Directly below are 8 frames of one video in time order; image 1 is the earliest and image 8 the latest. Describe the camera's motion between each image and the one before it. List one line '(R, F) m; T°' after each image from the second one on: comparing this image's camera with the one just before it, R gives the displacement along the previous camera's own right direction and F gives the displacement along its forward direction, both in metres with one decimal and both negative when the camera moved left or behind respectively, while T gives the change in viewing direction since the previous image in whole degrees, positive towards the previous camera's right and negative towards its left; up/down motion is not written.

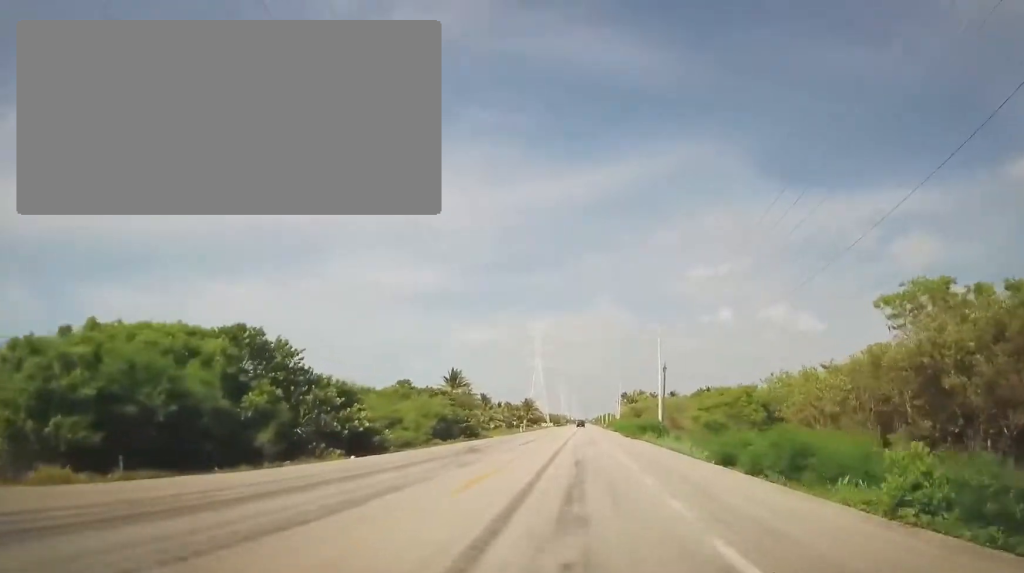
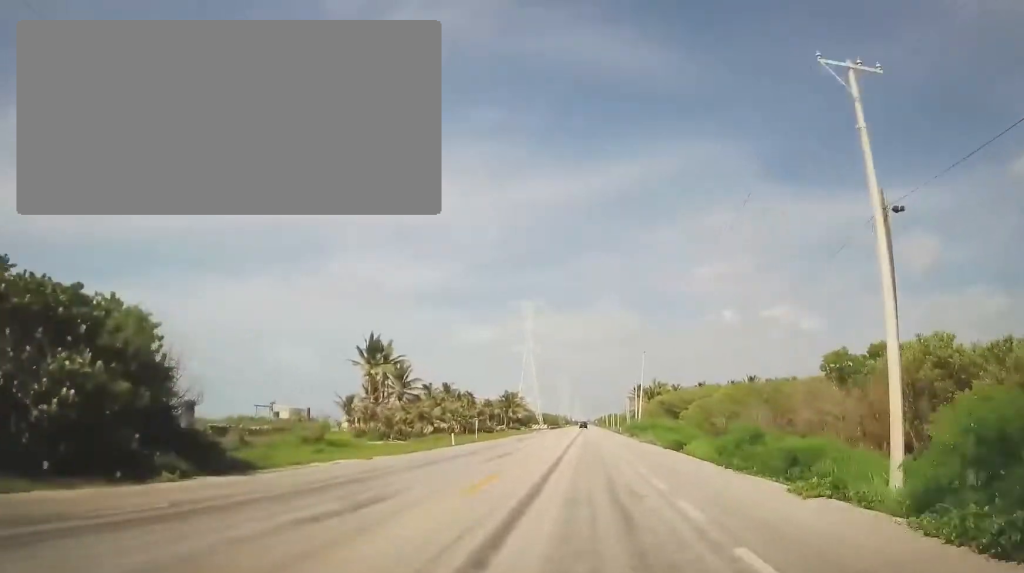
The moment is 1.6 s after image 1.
(-0.6, +45.3) m; 0°
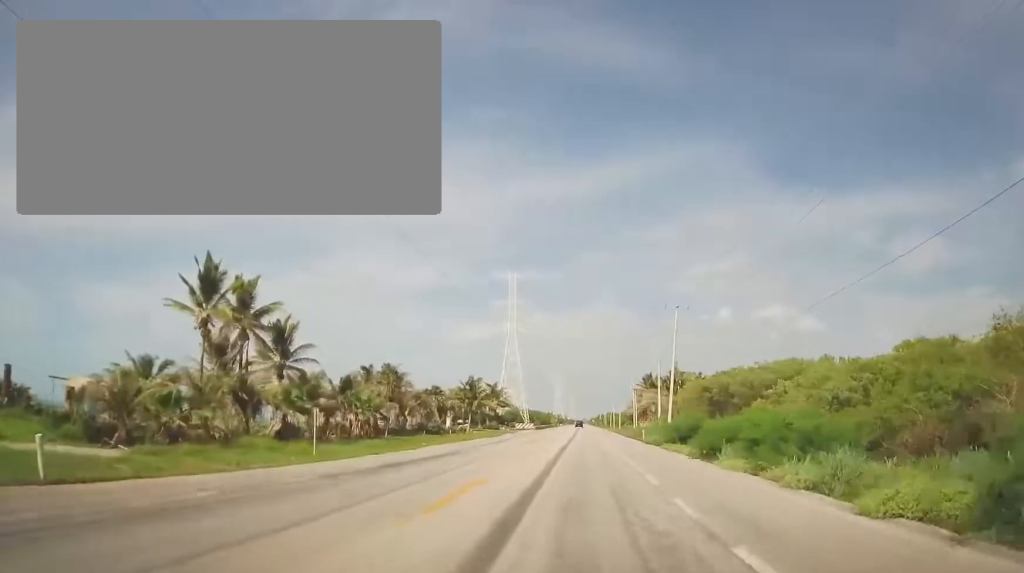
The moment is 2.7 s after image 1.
(+0.7, +32.6) m; 0°
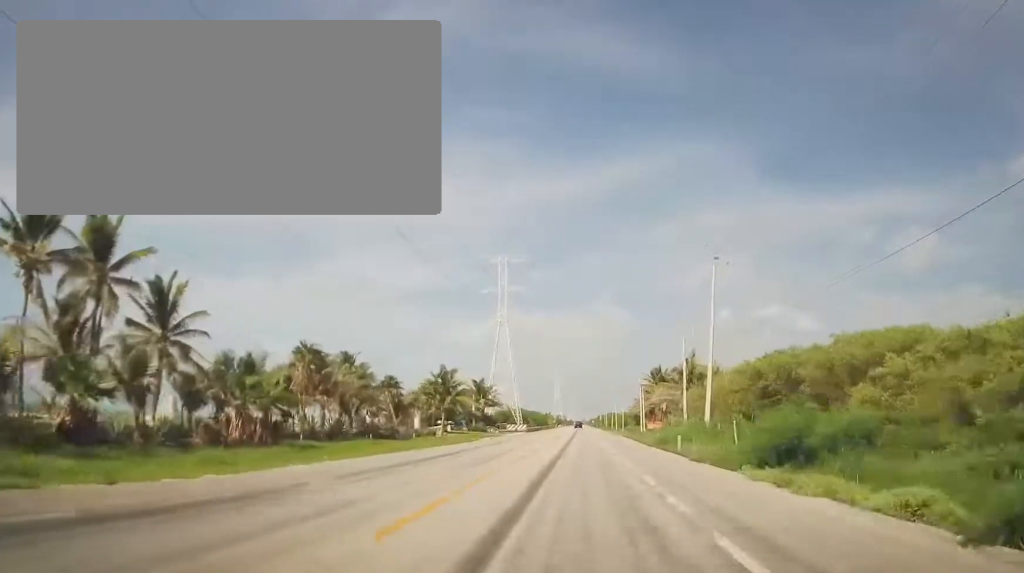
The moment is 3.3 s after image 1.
(-0.3, +15.8) m; 0°
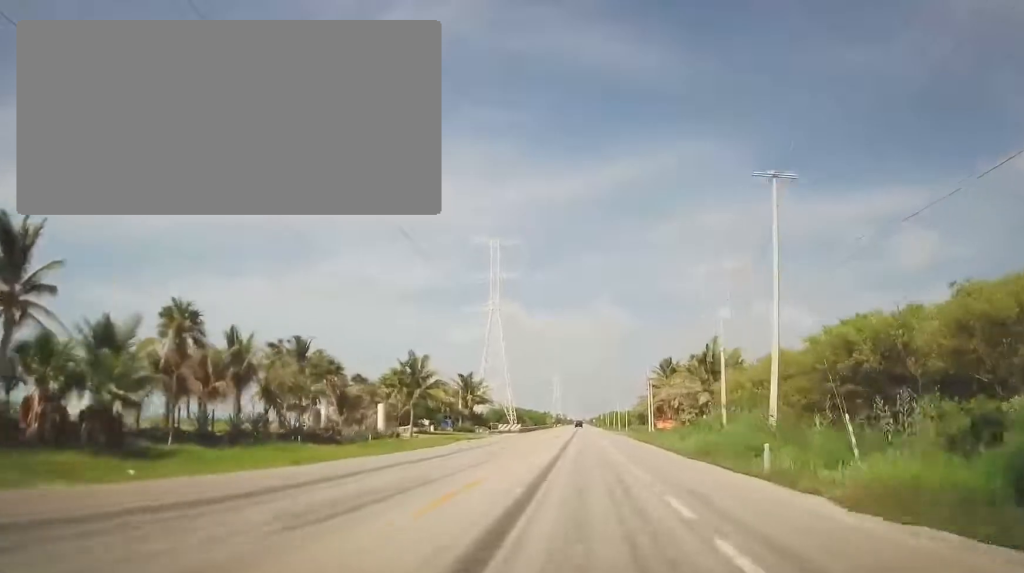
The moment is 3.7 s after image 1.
(-0.3, +12.5) m; 0°
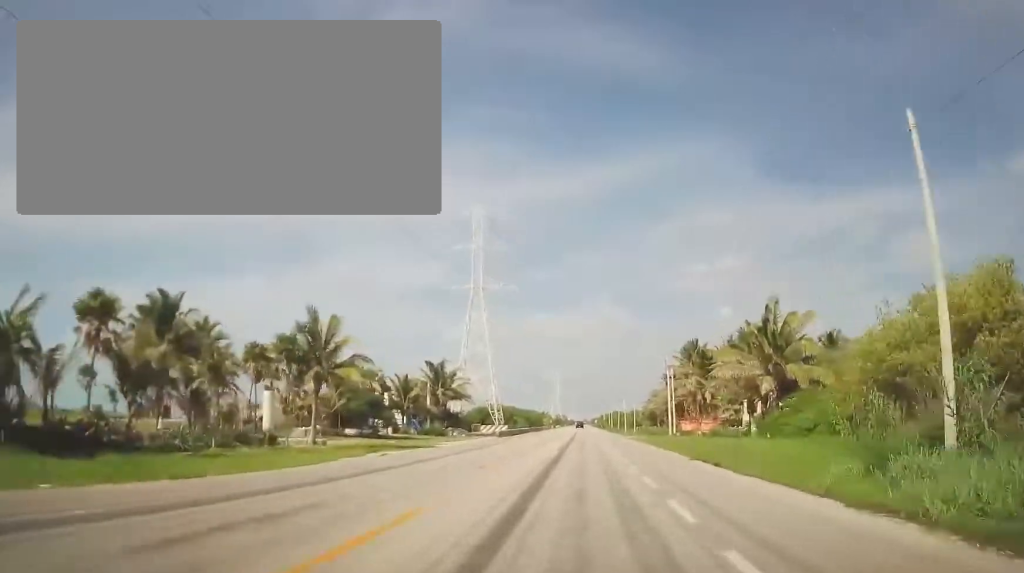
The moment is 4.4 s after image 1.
(+0.3, +21.0) m; 0°
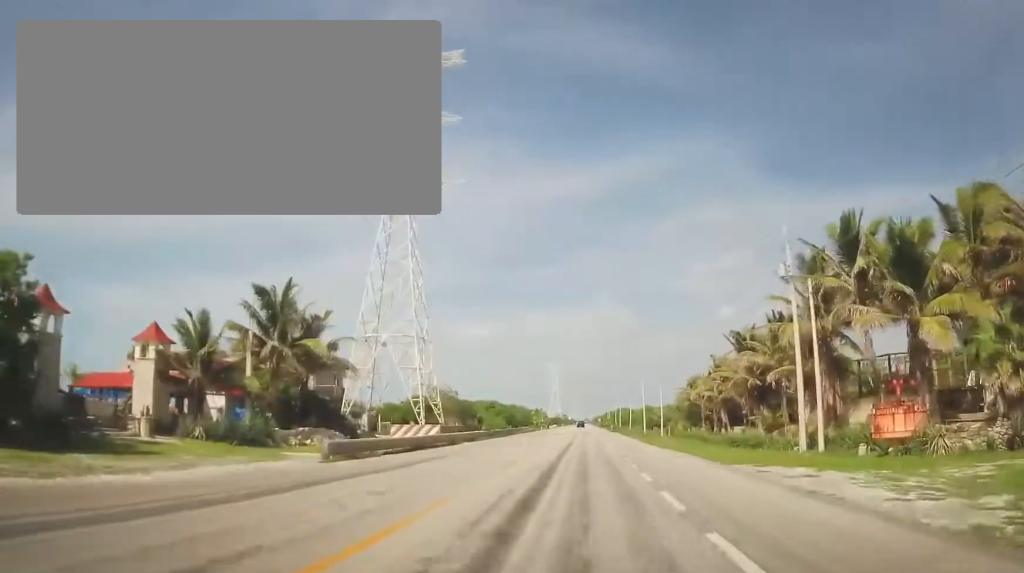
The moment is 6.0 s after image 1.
(-0.3, +44.0) m; -1°
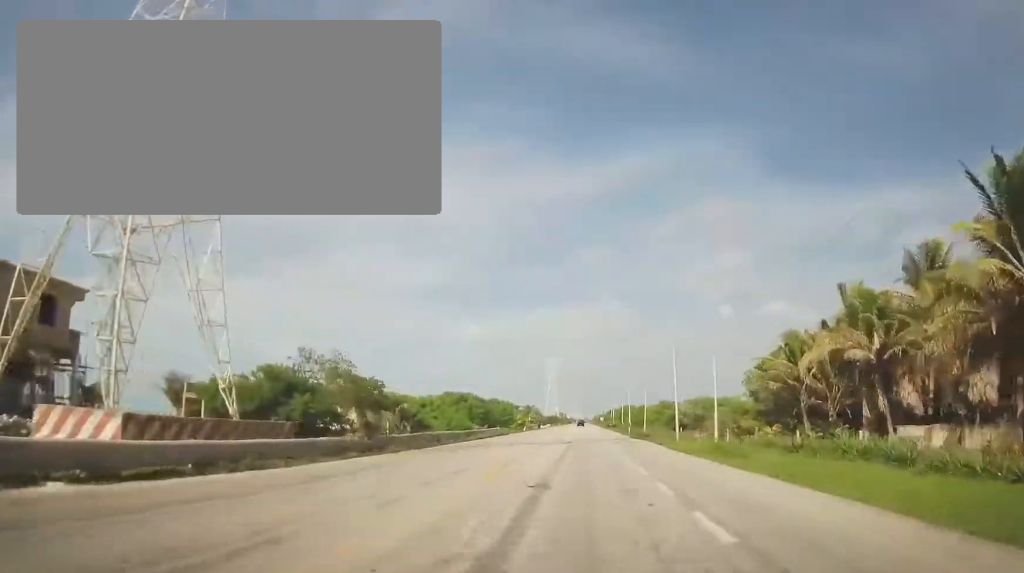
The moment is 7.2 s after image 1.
(-0.2, +35.6) m; -1°
